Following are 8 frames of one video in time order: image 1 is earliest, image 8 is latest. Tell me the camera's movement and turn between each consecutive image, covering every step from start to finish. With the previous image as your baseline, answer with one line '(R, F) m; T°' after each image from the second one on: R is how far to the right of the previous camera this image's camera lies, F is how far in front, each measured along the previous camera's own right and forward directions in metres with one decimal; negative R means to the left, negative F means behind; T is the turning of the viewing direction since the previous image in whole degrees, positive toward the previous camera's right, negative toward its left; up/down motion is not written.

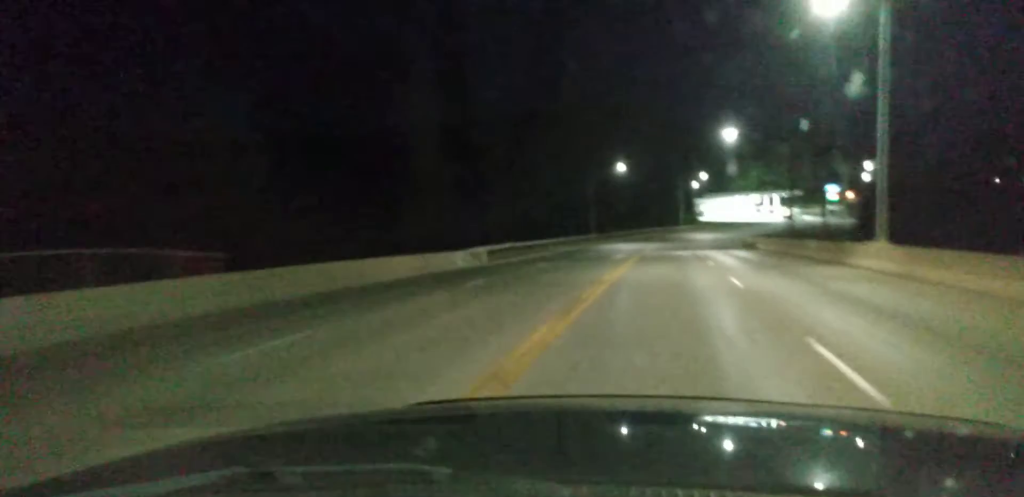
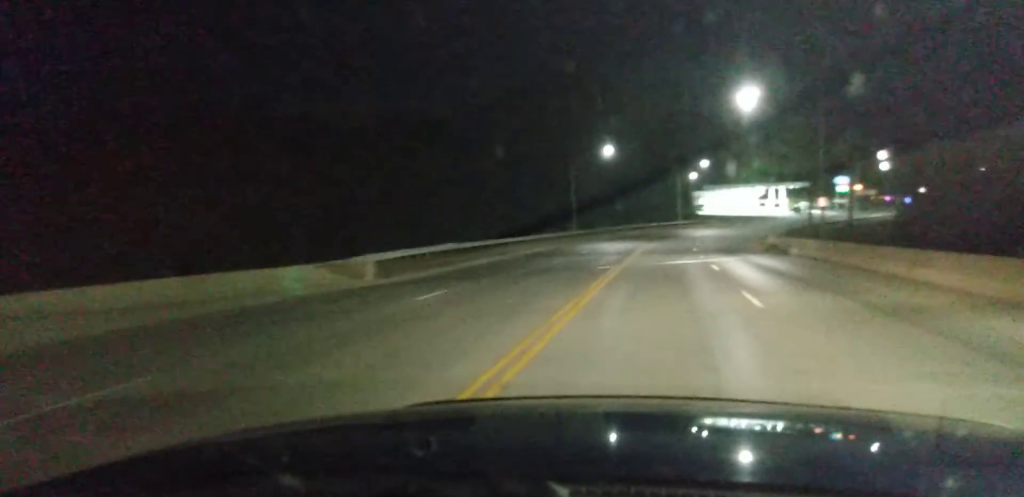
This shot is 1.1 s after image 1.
(0.0, +16.6) m; -1°
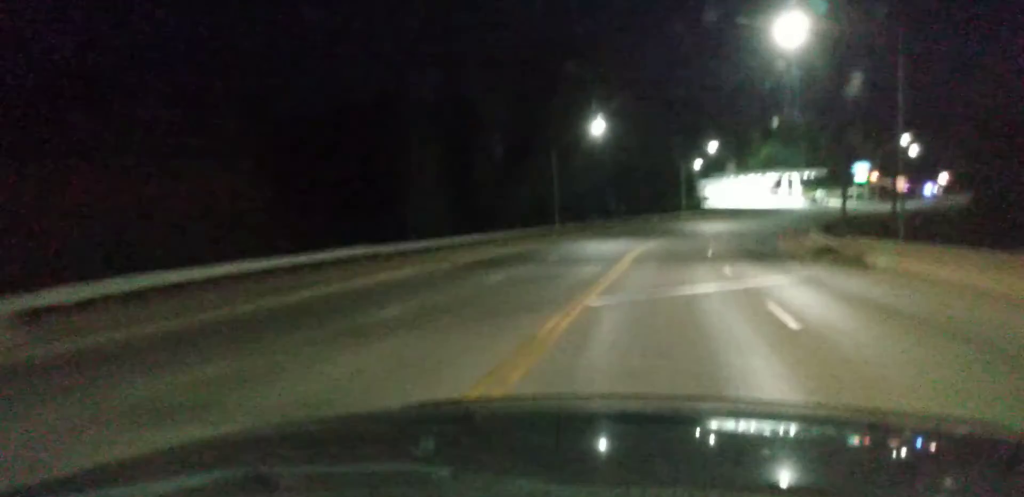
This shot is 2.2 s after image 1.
(-0.2, +16.7) m; -1°
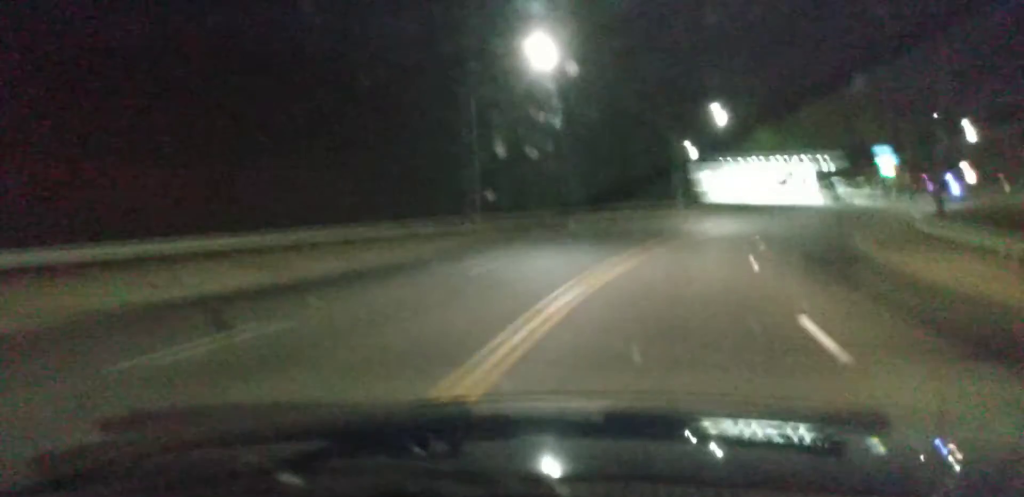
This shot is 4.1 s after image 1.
(+0.1, +28.7) m; +1°
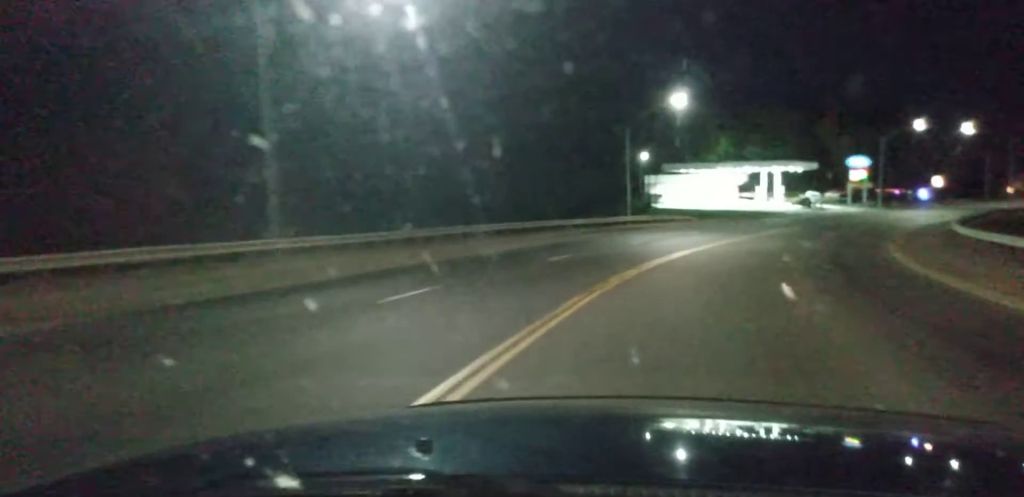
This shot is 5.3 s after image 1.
(+0.2, +17.7) m; +3°
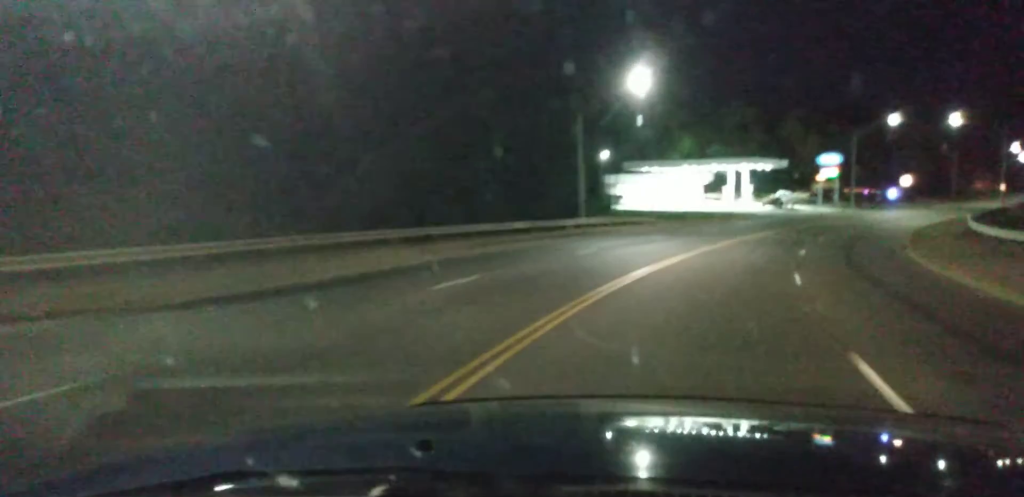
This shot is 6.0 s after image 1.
(+0.3, +10.4) m; +2°
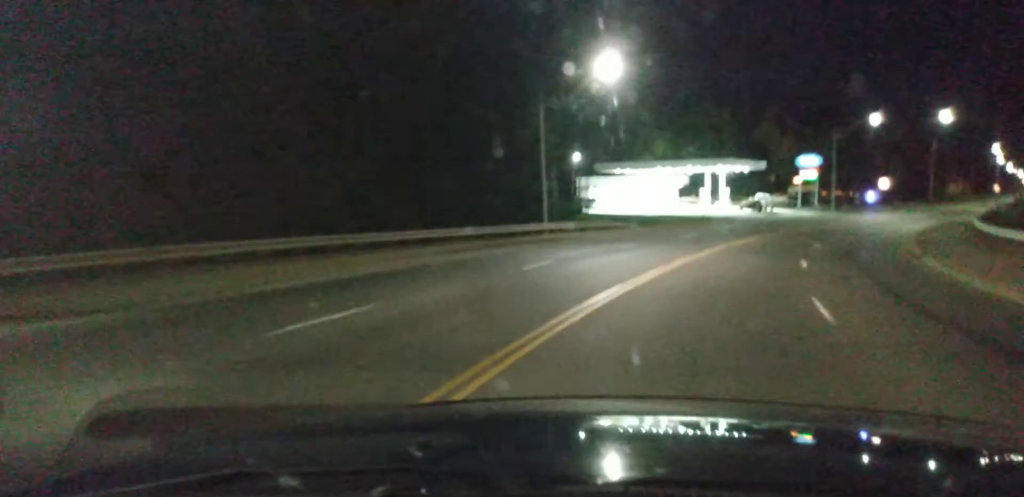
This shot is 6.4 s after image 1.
(0.0, +6.4) m; +2°
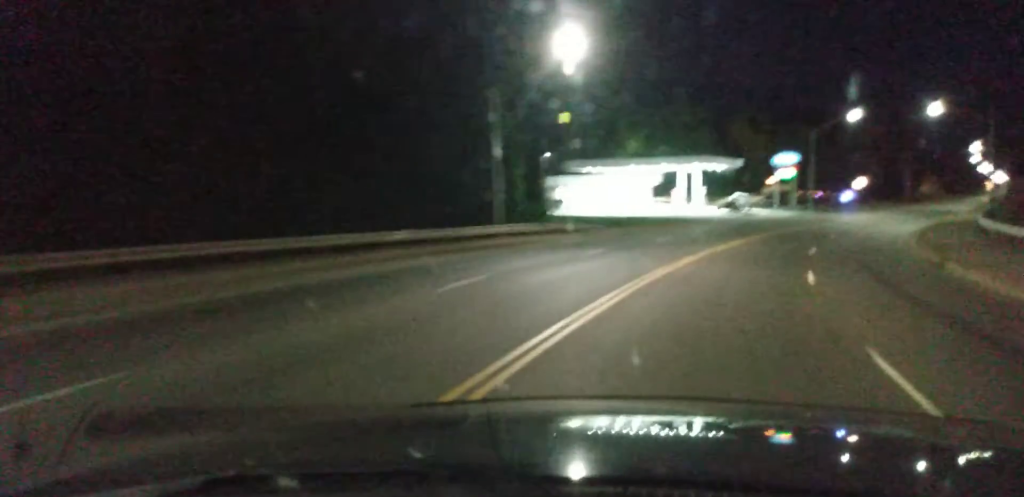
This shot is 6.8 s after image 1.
(+0.1, +6.4) m; +1°
